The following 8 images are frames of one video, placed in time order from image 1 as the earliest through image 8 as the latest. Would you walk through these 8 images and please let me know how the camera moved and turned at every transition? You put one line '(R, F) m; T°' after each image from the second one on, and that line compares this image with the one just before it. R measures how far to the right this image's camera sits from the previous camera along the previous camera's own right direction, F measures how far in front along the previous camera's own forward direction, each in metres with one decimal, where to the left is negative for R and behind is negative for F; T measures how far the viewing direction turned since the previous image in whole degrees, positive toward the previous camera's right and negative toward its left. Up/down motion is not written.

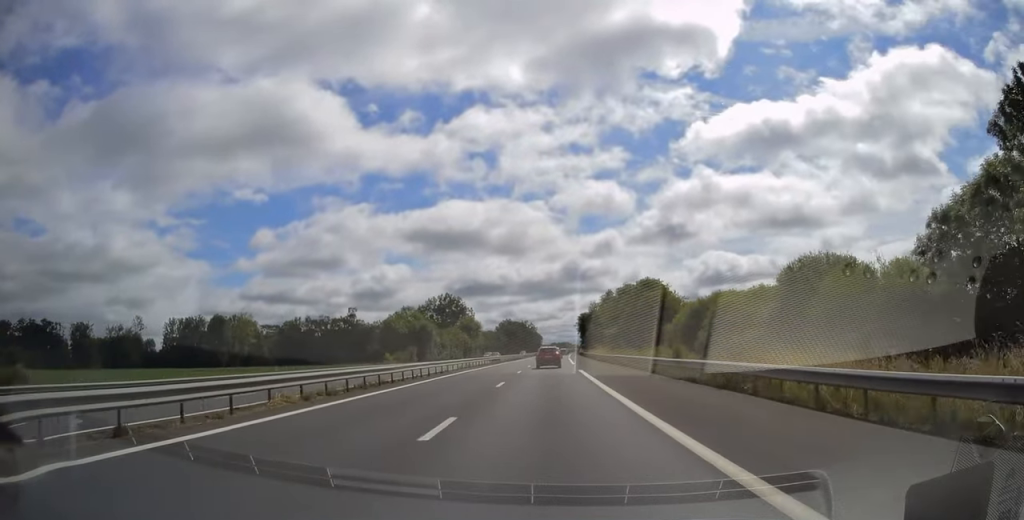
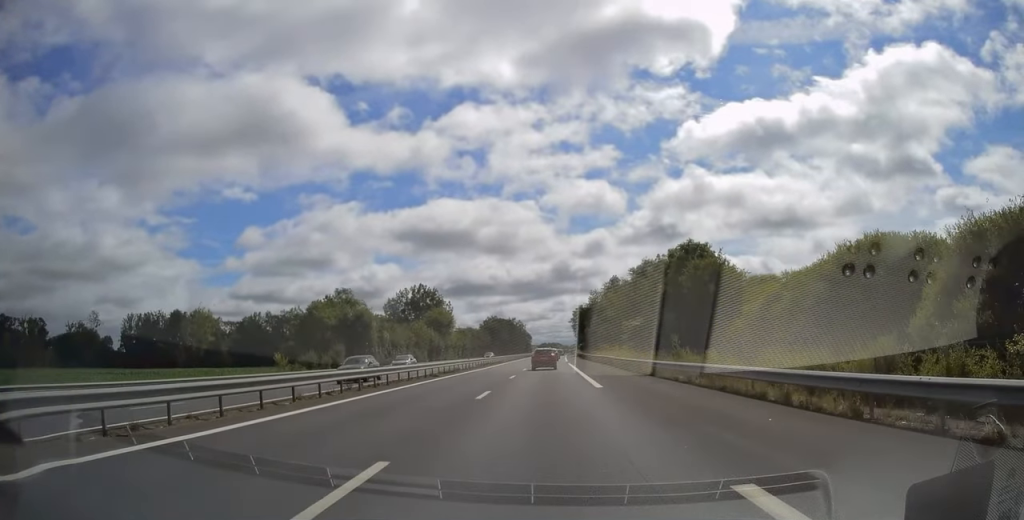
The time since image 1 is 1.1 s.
(+0.4, +30.4) m; +1°
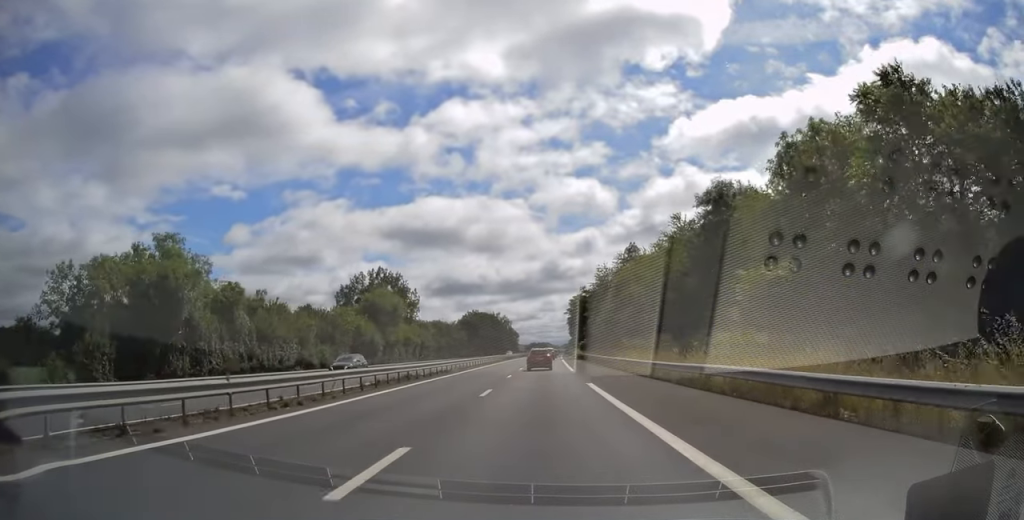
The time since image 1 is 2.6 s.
(+0.1, +37.1) m; 0°
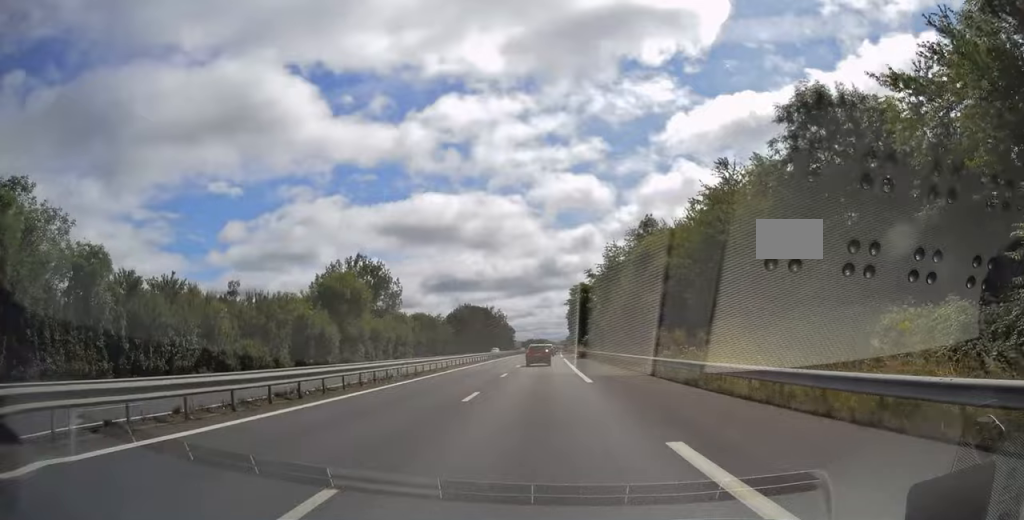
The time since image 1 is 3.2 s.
(-0.1, +15.8) m; +1°
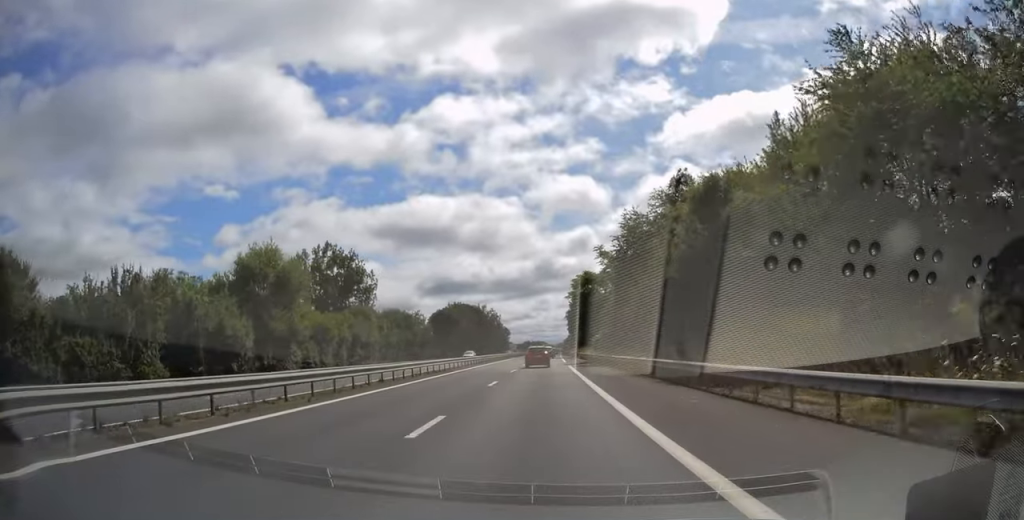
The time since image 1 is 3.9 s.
(+0.3, +18.6) m; +1°
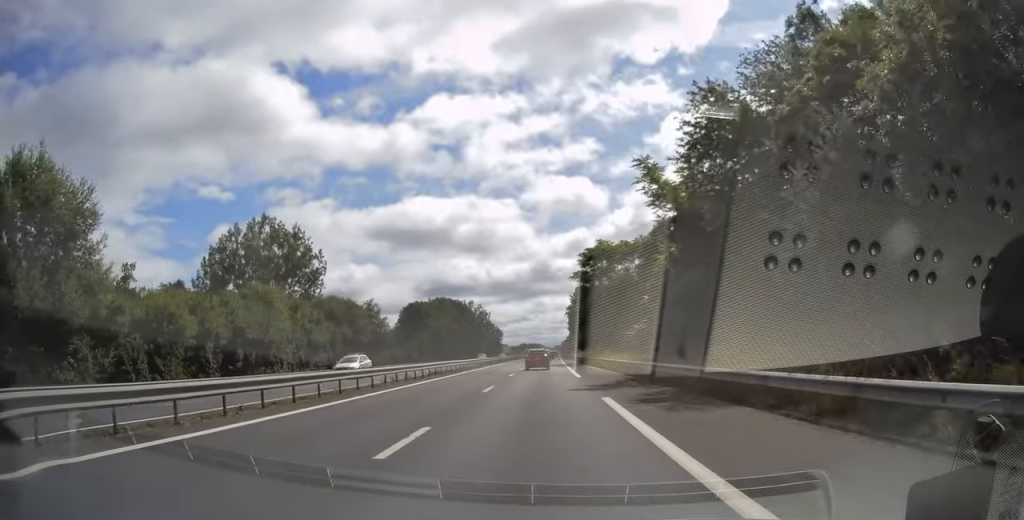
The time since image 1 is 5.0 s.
(+0.2, +27.0) m; 0°
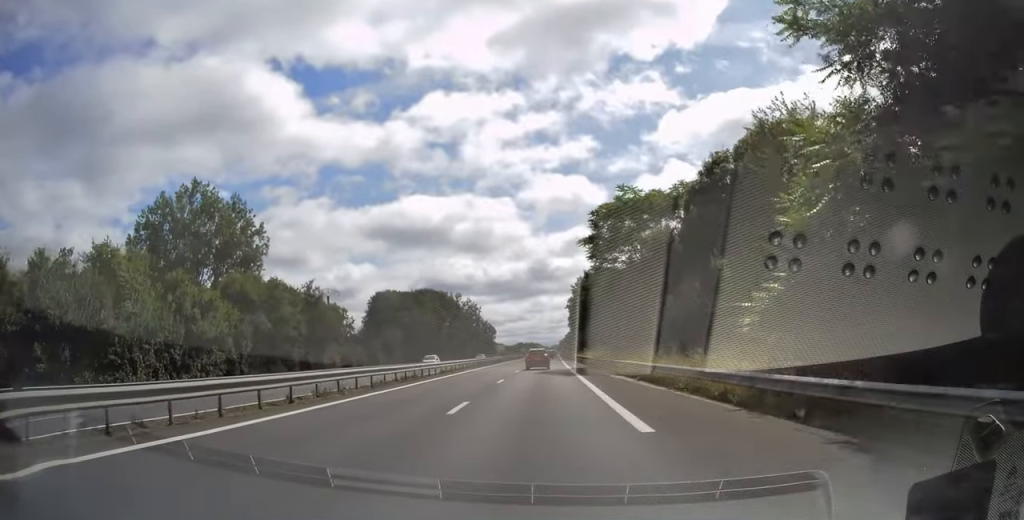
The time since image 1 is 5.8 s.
(0.0, +19.9) m; 0°
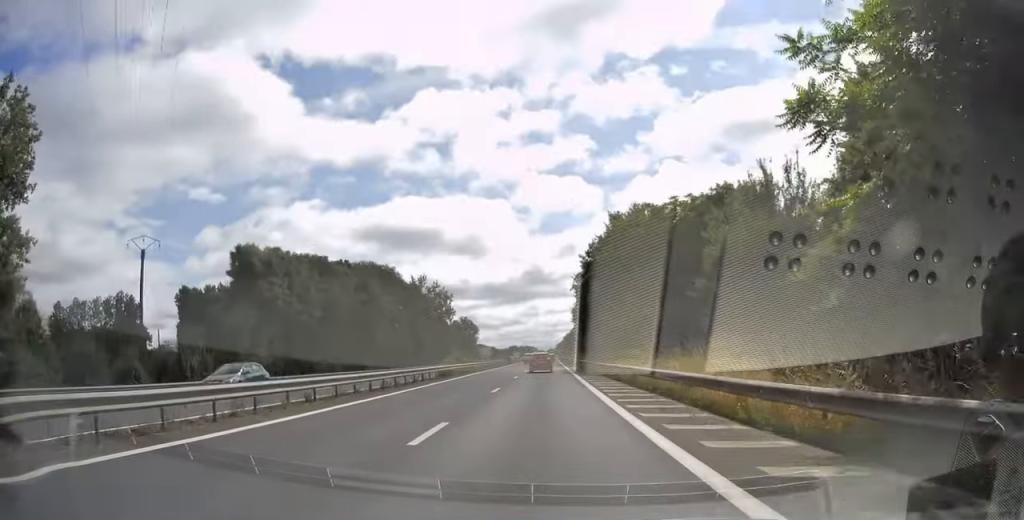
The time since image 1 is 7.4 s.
(0.0, +42.2) m; 0°
